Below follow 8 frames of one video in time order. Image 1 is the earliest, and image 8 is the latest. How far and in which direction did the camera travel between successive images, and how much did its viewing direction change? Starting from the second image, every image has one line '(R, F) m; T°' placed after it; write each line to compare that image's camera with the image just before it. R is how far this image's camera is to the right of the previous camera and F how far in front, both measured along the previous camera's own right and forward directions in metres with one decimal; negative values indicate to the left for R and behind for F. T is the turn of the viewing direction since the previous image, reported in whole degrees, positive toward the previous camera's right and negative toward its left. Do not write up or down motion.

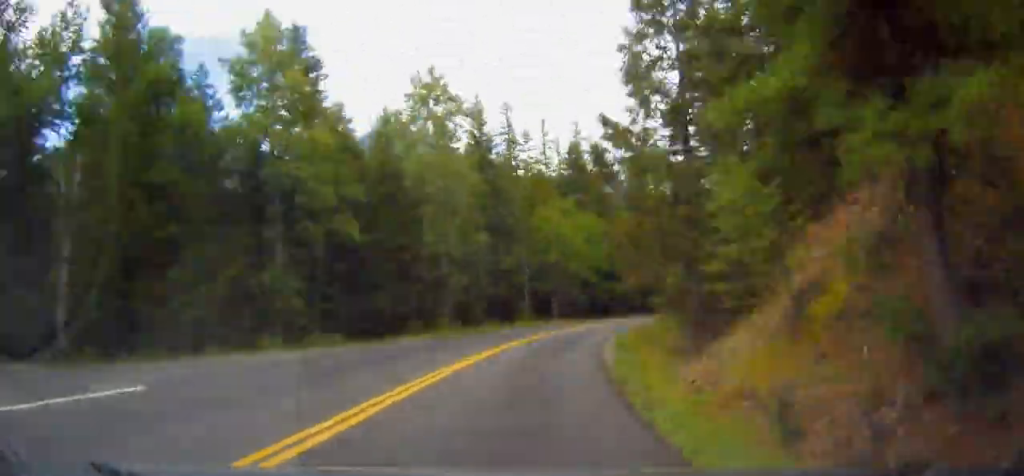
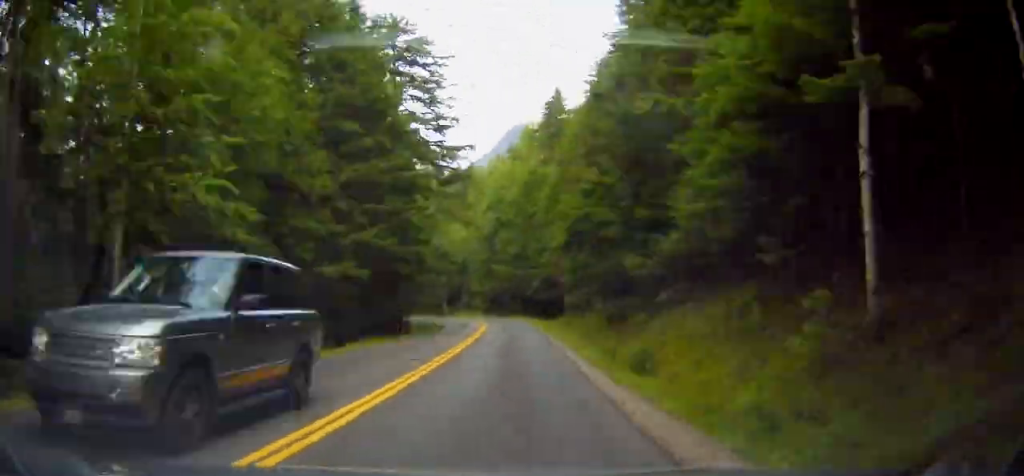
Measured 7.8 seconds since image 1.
(+31.0, +140.8) m; +11°
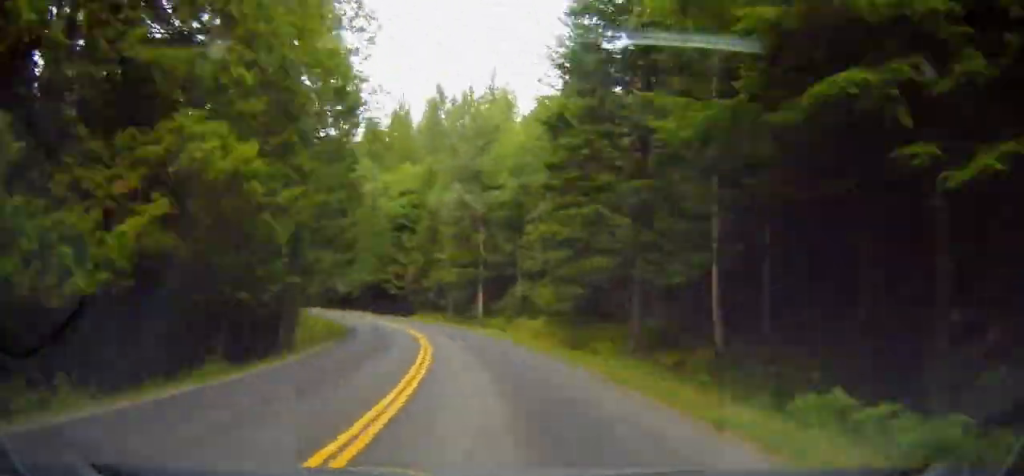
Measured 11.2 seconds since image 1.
(-7.3, +63.6) m; -15°
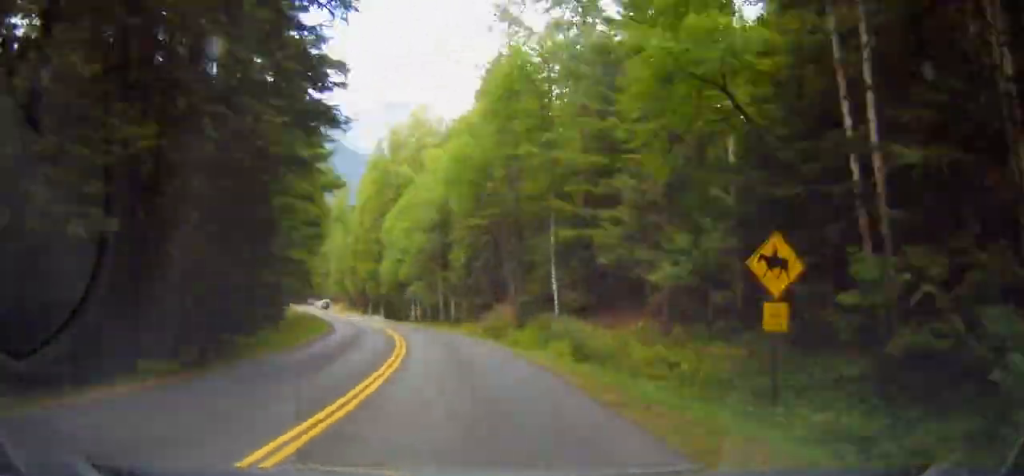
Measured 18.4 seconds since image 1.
(-41.4, +119.7) m; -35°
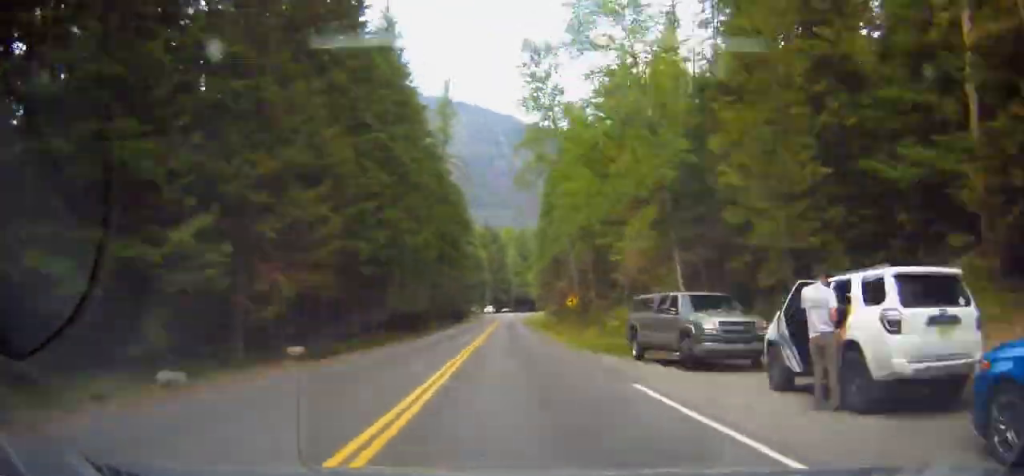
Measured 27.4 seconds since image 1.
(-35.1, +163.7) m; -14°
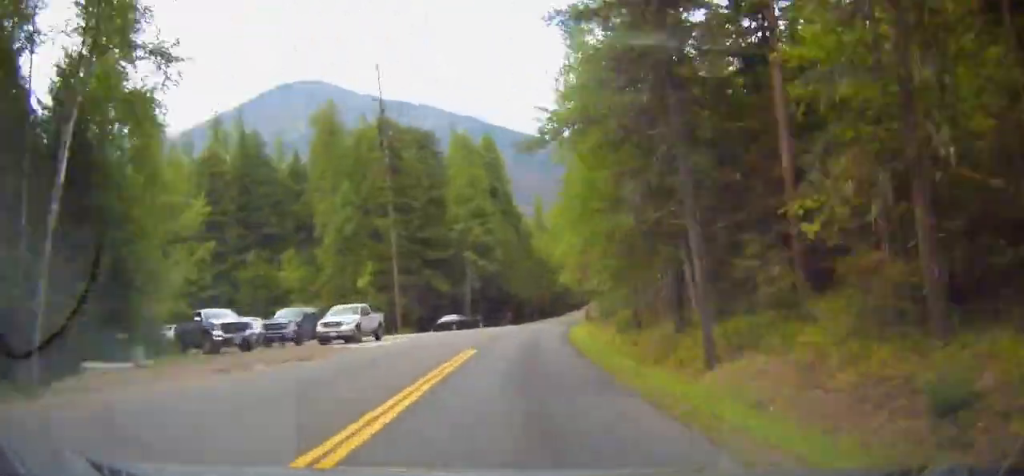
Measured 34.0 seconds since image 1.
(+3.7, +121.3) m; +7°
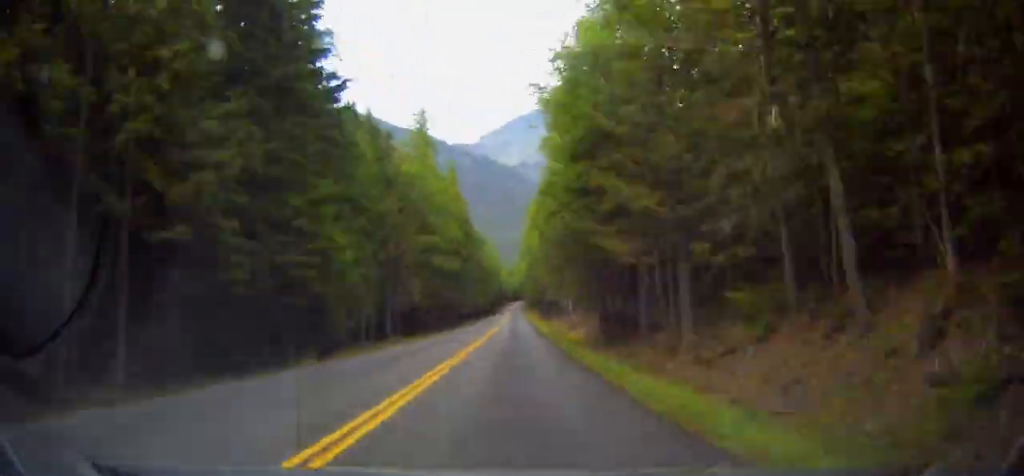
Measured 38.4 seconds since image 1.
(+7.0, +81.3) m; +5°
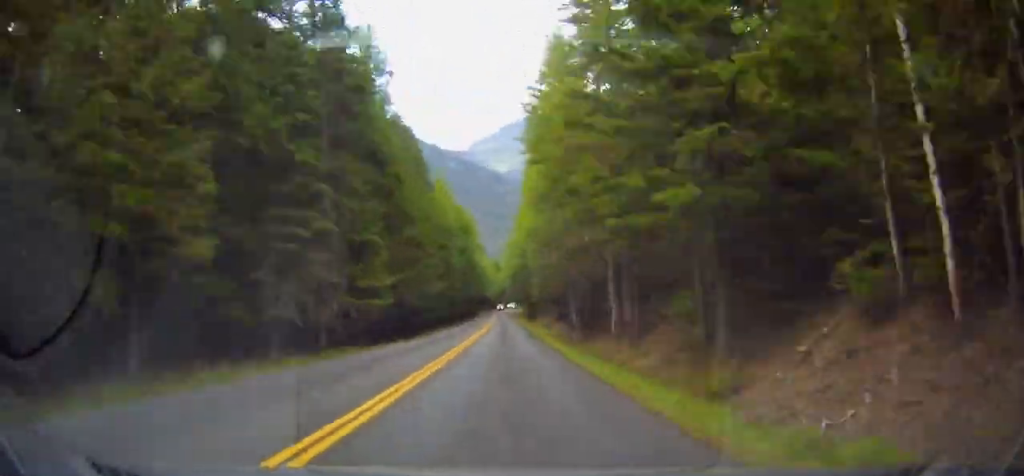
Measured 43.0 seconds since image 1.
(-0.3, +80.9) m; 0°
